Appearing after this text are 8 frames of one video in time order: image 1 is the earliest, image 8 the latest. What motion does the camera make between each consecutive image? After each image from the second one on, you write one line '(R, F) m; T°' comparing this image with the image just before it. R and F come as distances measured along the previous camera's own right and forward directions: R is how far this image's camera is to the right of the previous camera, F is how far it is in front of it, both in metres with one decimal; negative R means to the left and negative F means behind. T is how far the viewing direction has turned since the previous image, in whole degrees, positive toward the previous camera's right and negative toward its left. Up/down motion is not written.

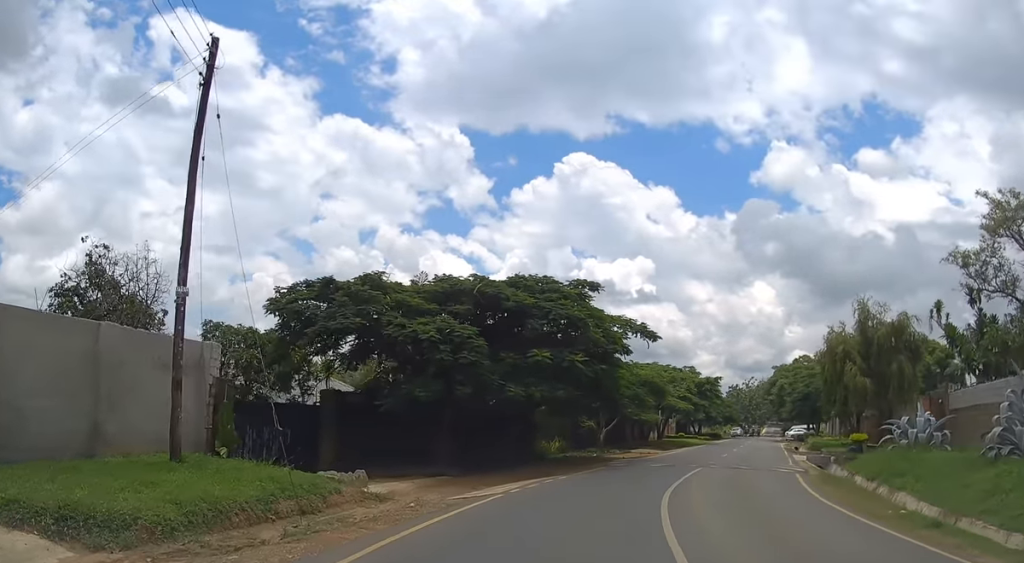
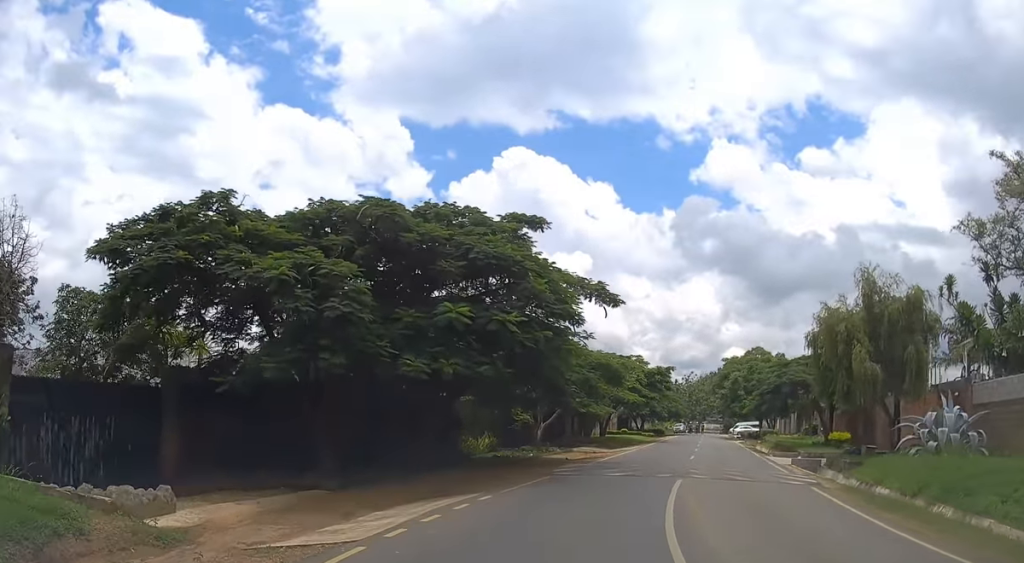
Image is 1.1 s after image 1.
(+0.2, +6.0) m; +4°
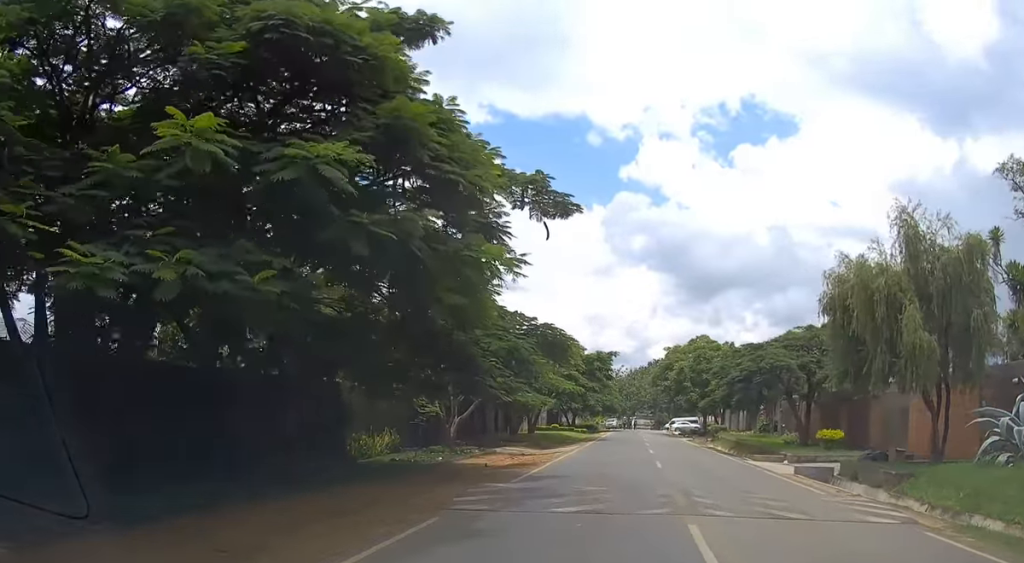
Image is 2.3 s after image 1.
(+0.3, +7.7) m; +6°
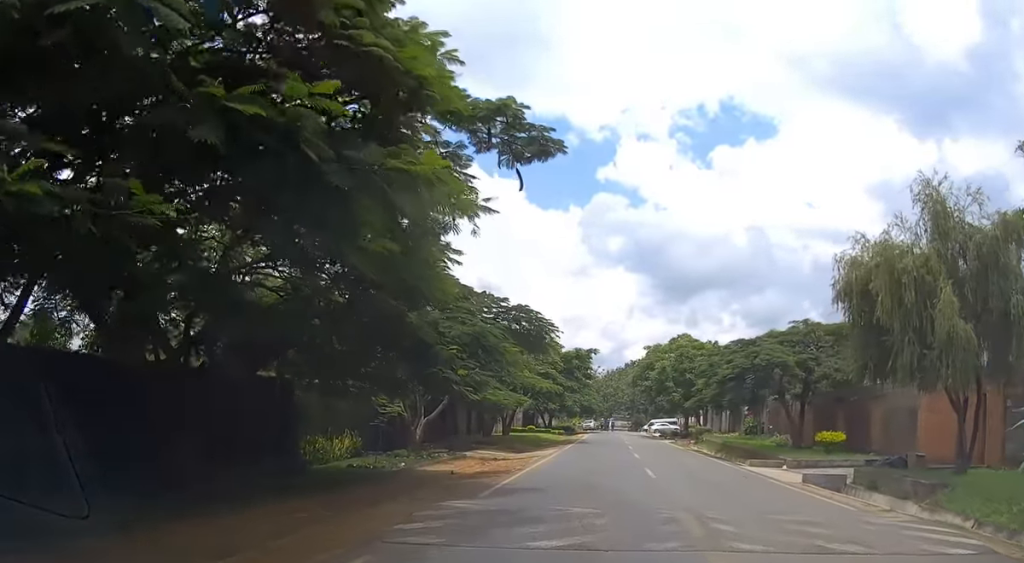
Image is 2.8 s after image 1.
(+0.1, +2.7) m; +2°
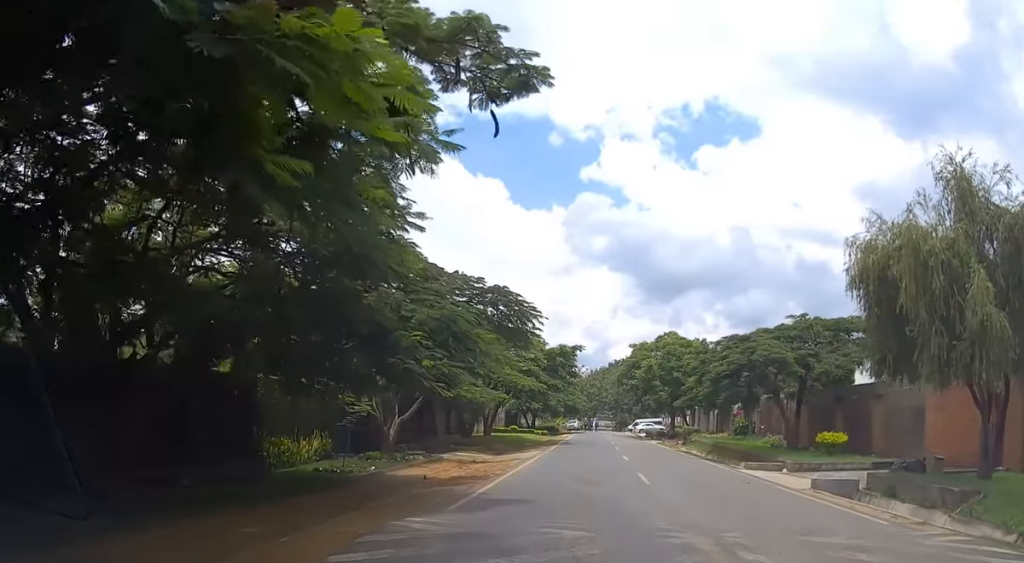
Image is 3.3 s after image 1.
(0.0, +2.2) m; +2°
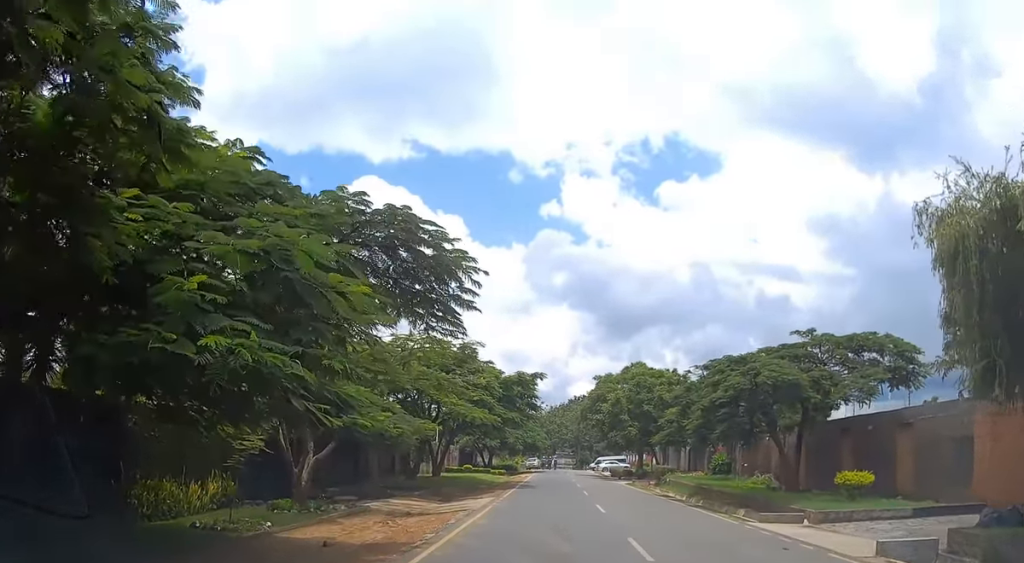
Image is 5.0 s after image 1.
(+0.4, +6.5) m; +5°
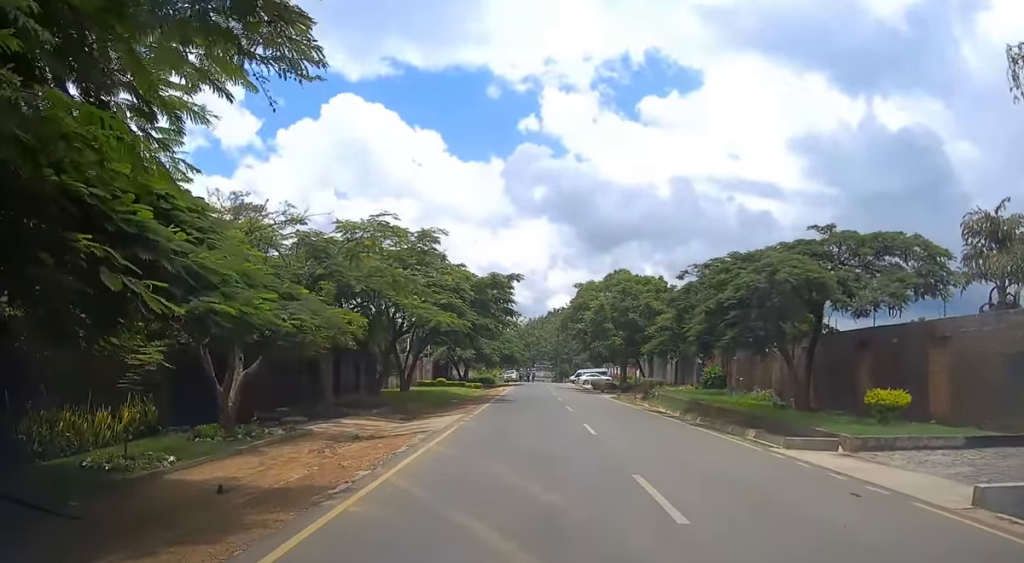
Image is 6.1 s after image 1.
(0.0, +3.7) m; 0°
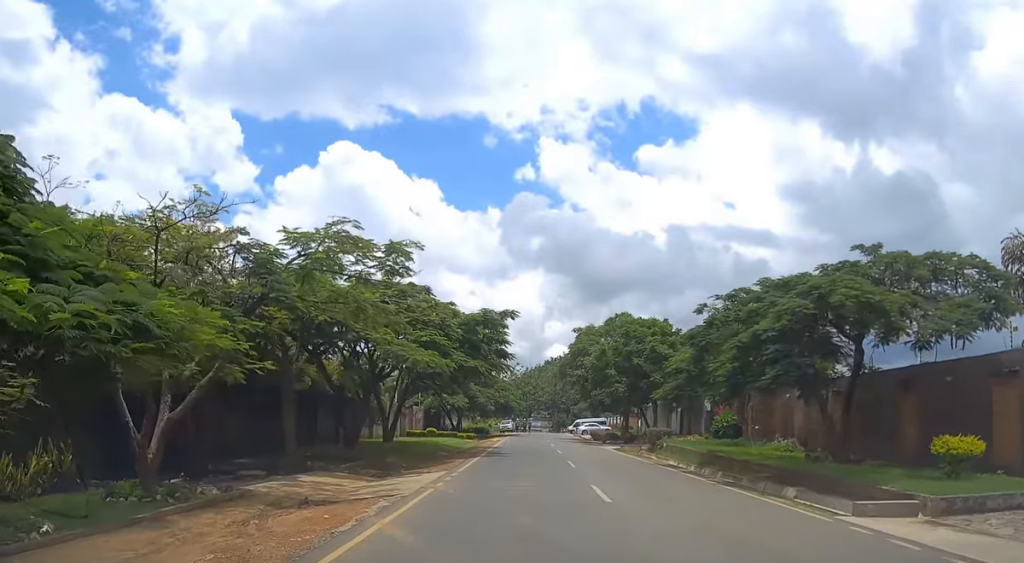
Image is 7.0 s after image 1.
(0.0, +3.1) m; 0°
